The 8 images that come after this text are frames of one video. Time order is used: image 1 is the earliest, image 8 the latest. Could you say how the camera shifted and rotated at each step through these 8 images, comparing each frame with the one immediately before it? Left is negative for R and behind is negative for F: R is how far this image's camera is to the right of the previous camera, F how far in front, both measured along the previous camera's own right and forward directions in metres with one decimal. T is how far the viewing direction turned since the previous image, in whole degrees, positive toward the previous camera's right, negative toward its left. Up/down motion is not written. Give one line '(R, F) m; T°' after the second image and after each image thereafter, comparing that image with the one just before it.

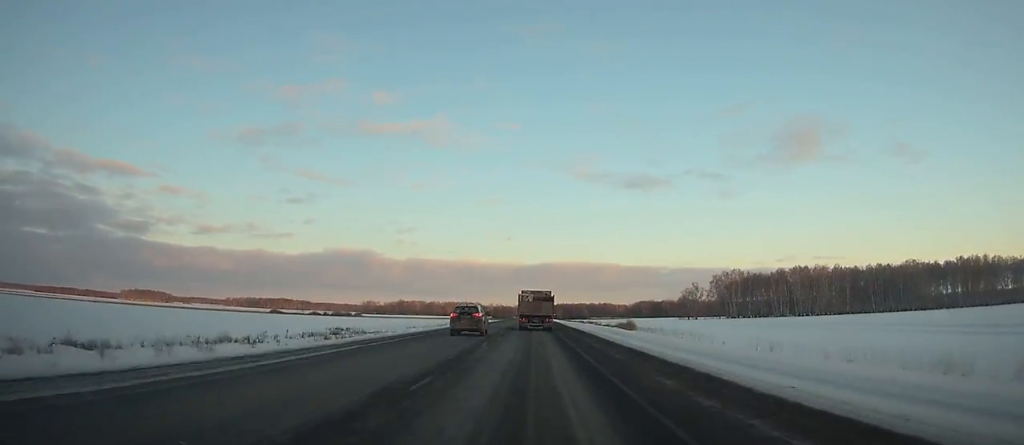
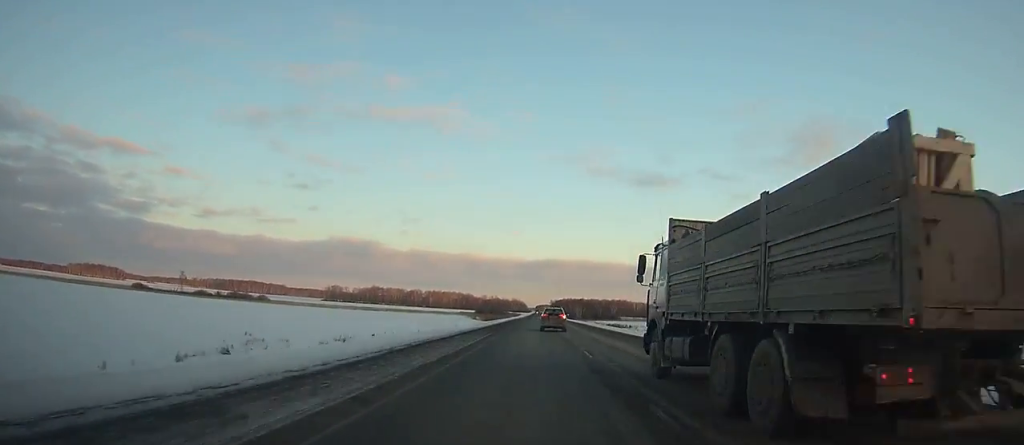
(-1.8, +156.5) m; 0°
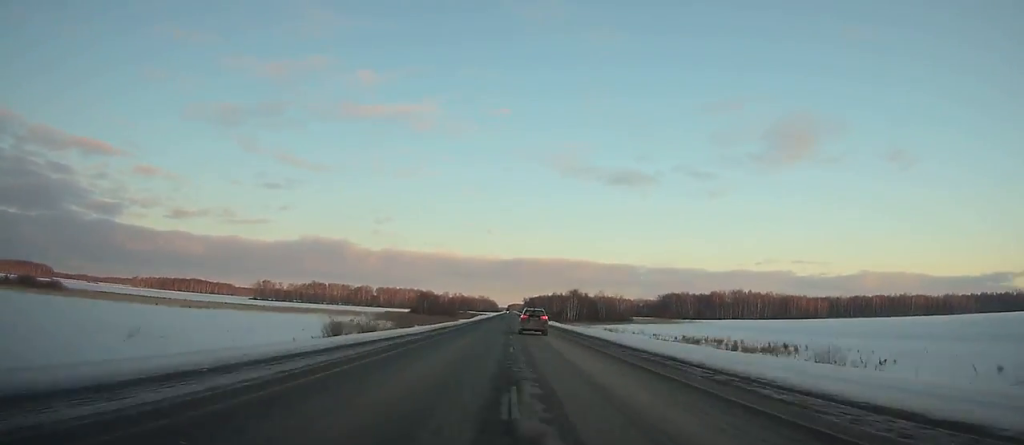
(+2.0, +114.7) m; +2°
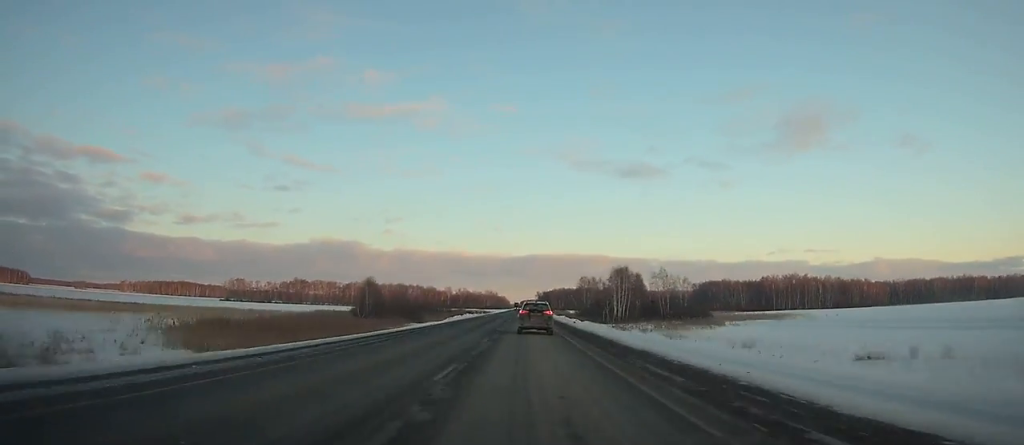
(+0.6, +78.6) m; 0°
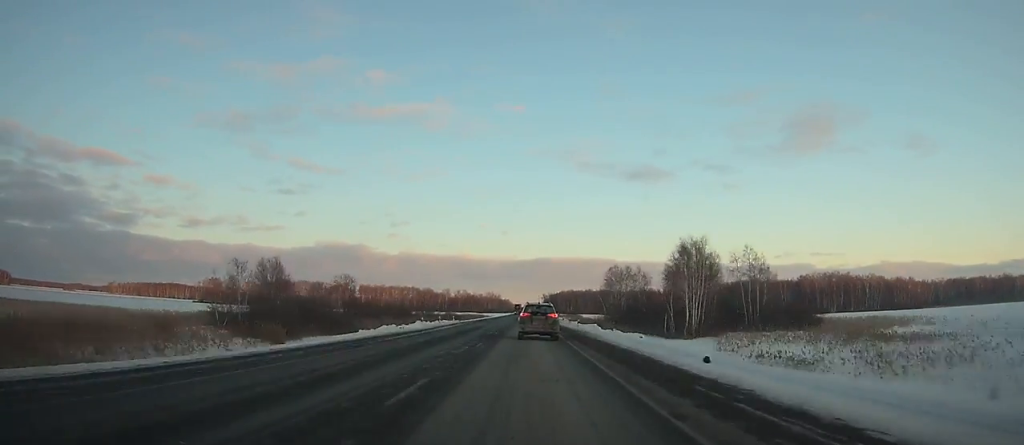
(-0.4, +49.0) m; 0°
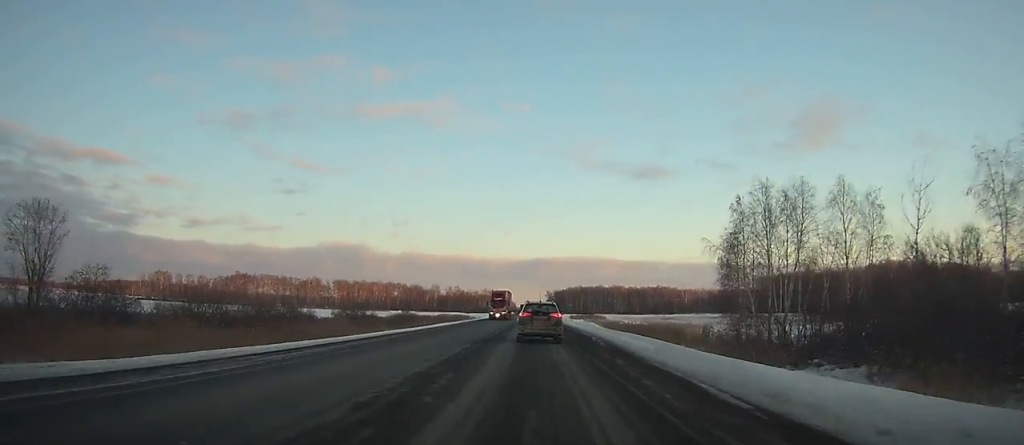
(-0.3, +74.2) m; 0°
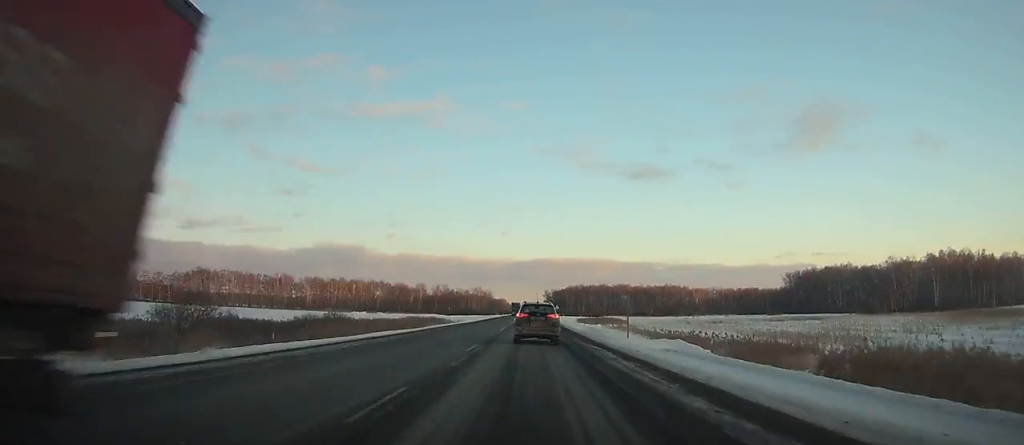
(0.0, +48.2) m; 0°
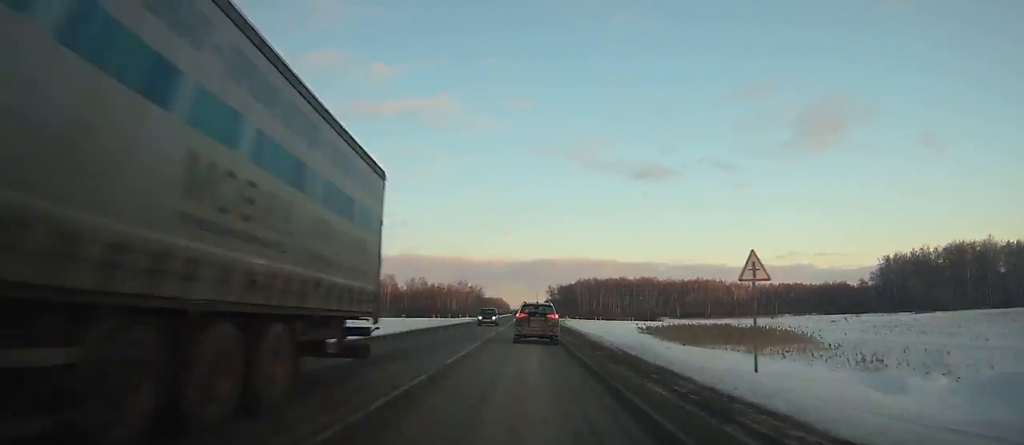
(0.0, +94.6) m; 0°
